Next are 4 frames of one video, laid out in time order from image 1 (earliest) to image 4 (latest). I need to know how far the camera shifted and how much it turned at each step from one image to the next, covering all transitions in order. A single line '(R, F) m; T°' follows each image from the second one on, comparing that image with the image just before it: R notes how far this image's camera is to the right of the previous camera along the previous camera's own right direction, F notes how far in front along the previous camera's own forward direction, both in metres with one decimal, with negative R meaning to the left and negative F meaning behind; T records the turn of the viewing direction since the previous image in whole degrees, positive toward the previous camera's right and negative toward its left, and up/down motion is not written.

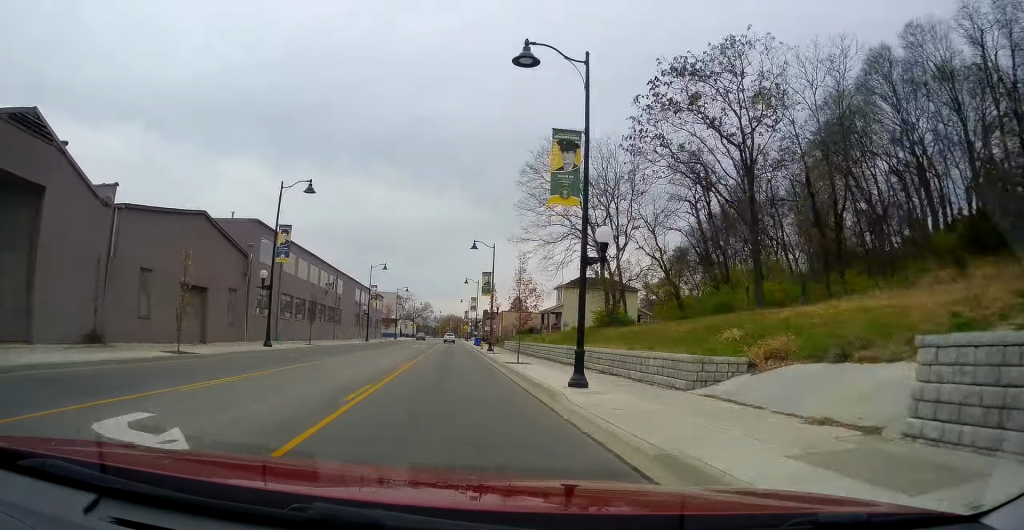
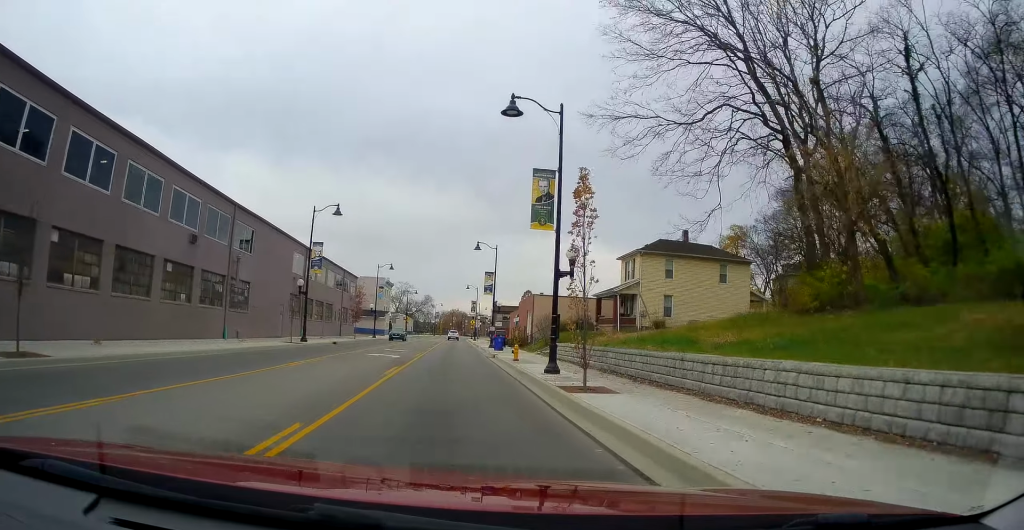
(+1.1, +31.3) m; +3°
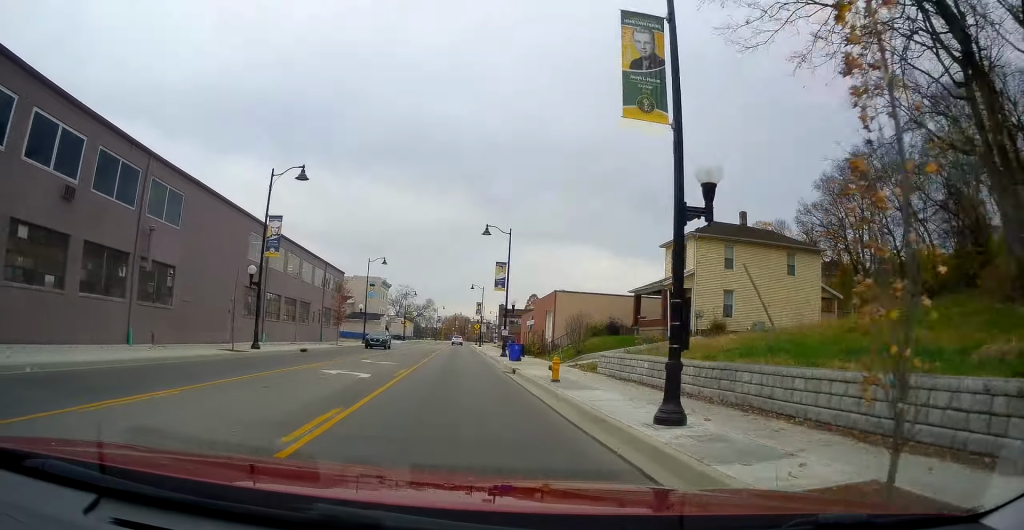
(-0.4, +10.3) m; -2°
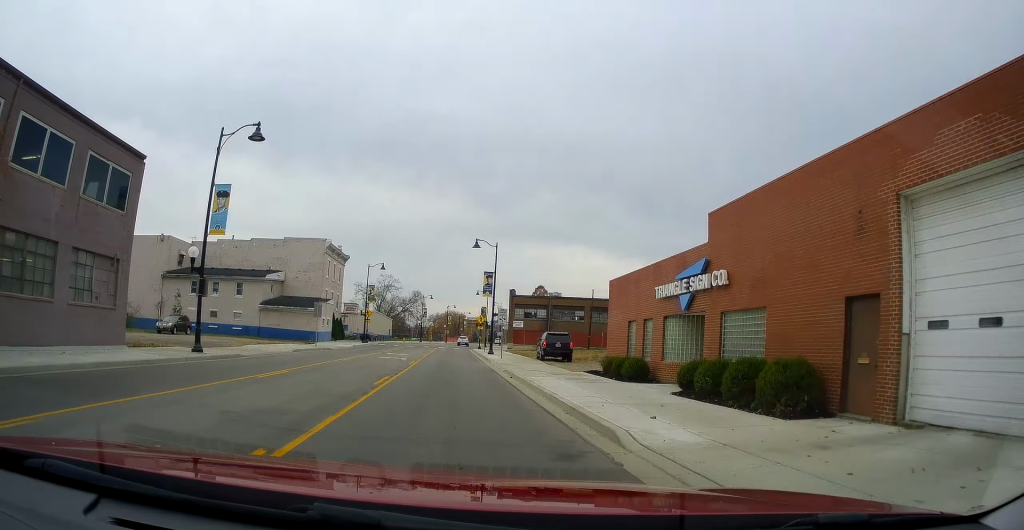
(-1.1, +39.9) m; +2°
